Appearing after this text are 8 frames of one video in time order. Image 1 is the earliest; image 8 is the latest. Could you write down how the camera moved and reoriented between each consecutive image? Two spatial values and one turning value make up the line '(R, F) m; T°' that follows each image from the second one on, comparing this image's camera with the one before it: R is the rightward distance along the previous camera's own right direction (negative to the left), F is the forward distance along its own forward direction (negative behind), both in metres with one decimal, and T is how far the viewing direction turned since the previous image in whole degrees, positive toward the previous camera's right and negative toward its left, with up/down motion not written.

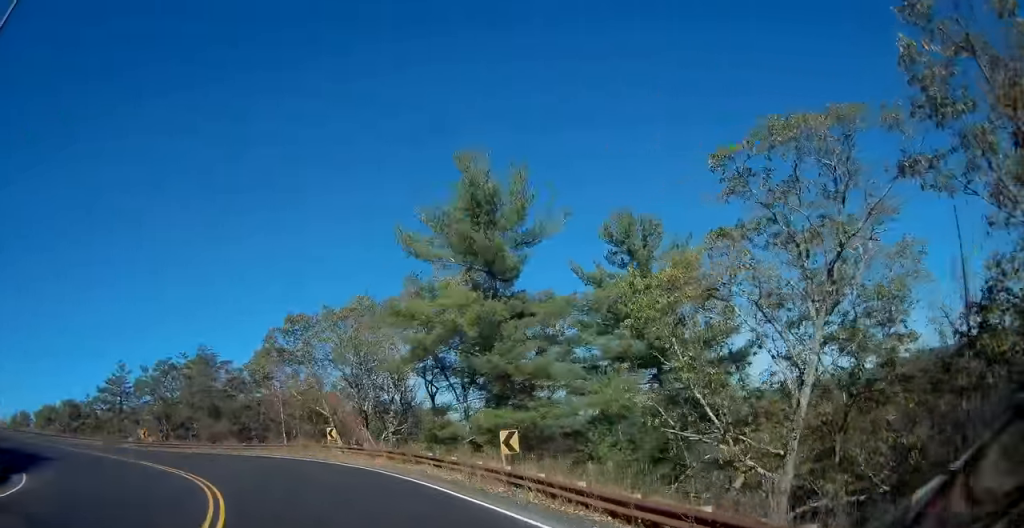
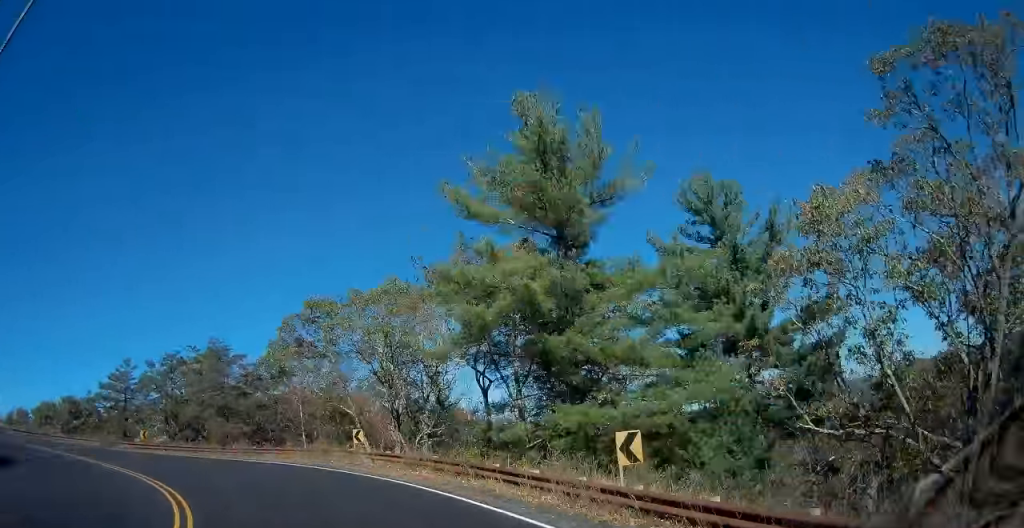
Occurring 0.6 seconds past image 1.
(-0.1, +5.5) m; -3°
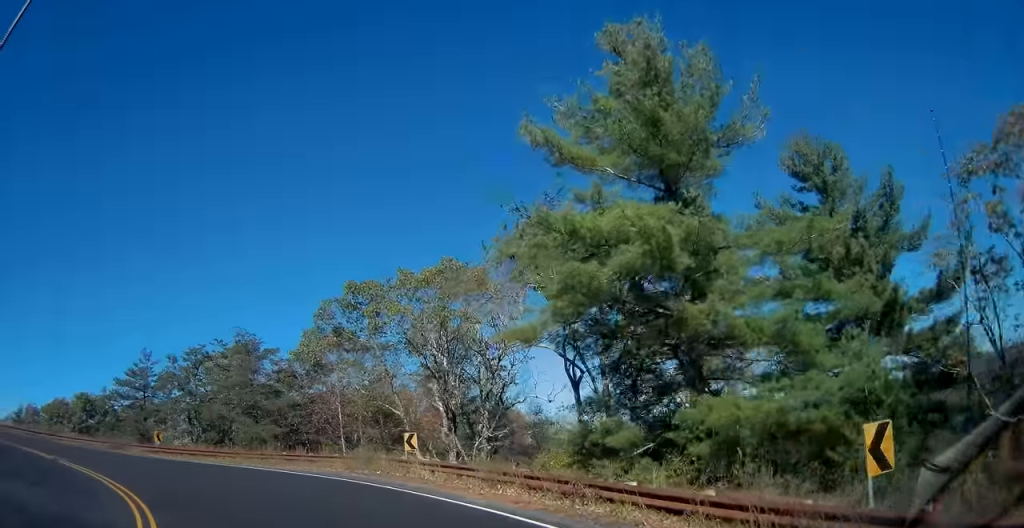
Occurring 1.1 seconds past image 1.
(0.0, +5.1) m; -6°
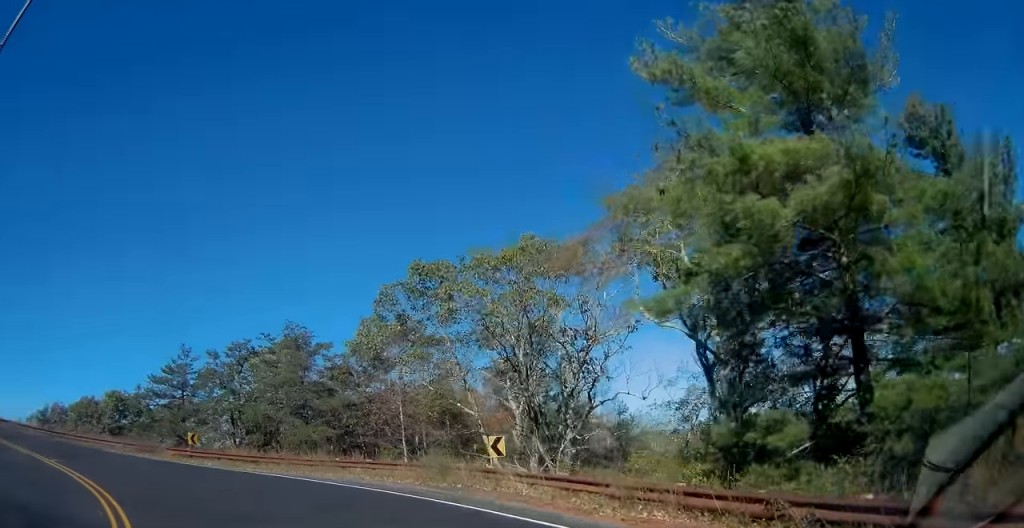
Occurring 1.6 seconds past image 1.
(-0.2, +4.2) m; -5°
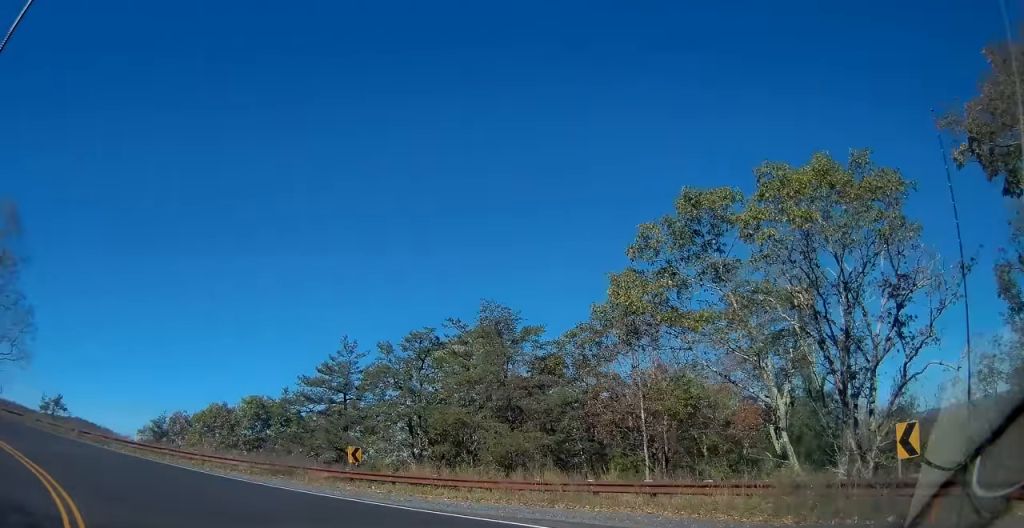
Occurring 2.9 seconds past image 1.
(-1.1, +9.4) m; -13°
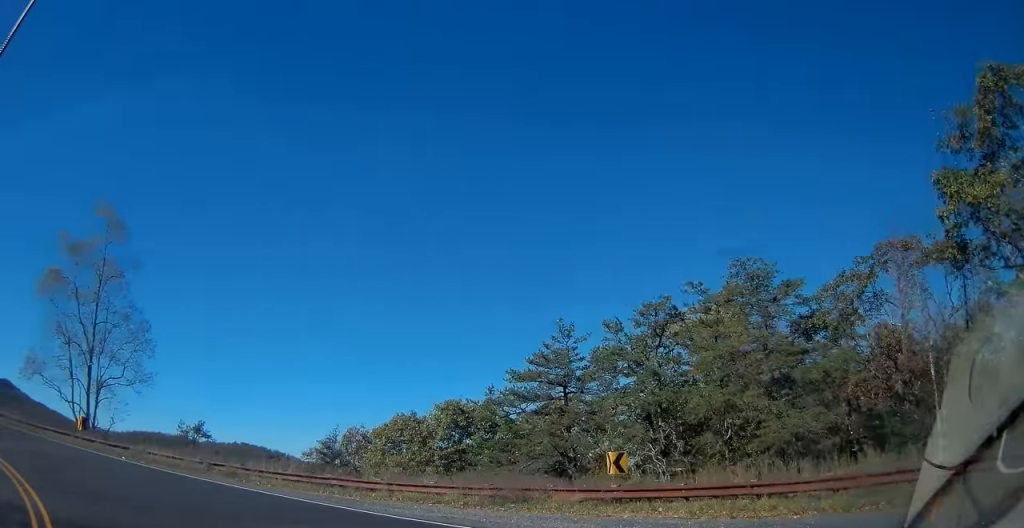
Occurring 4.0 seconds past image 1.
(-0.8, +7.2) m; -20°
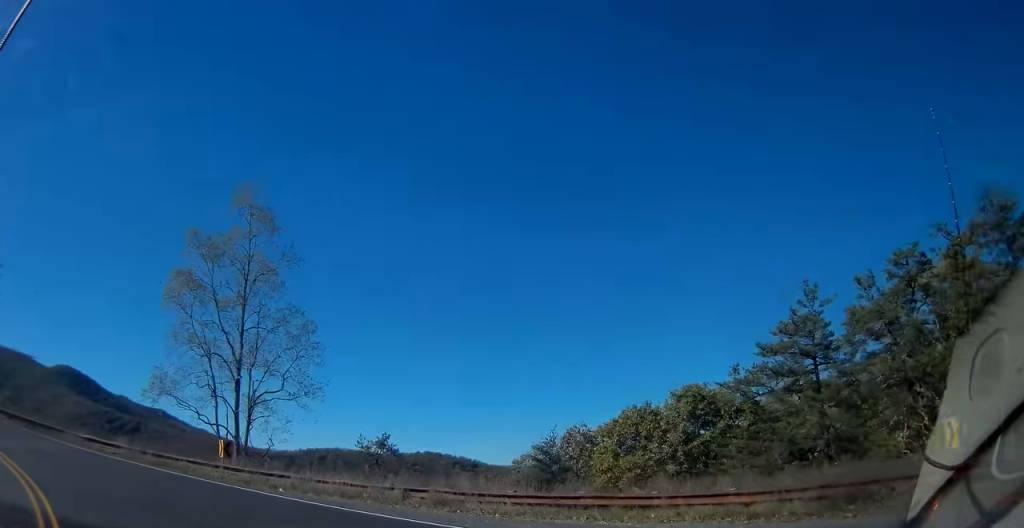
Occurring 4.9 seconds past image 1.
(-1.1, +5.4) m; -22°
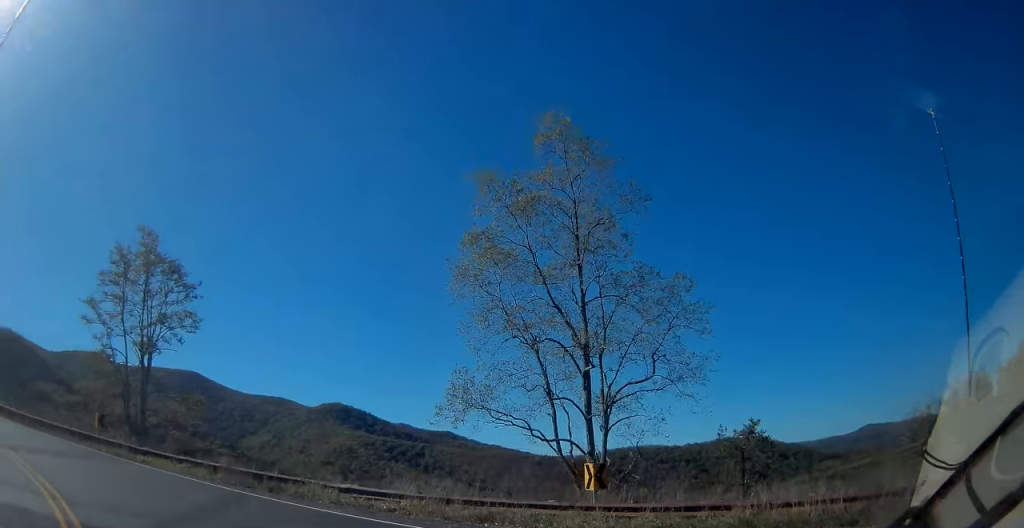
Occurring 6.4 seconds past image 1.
(-2.2, +8.0) m; -32°
